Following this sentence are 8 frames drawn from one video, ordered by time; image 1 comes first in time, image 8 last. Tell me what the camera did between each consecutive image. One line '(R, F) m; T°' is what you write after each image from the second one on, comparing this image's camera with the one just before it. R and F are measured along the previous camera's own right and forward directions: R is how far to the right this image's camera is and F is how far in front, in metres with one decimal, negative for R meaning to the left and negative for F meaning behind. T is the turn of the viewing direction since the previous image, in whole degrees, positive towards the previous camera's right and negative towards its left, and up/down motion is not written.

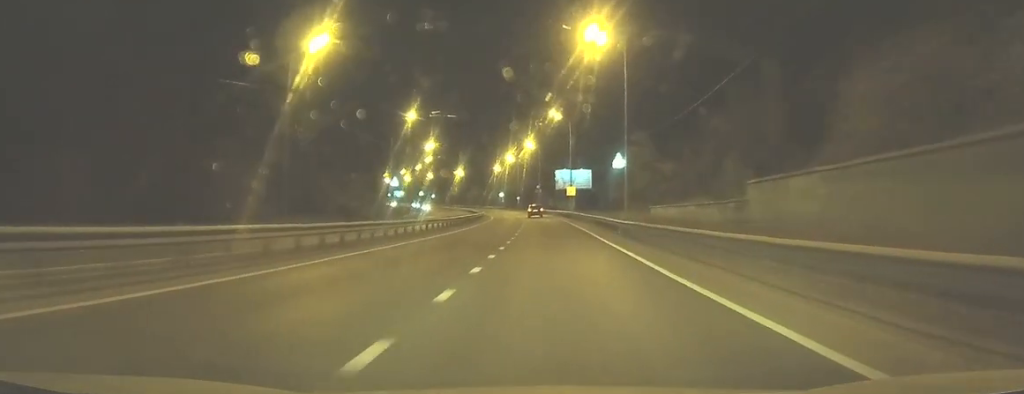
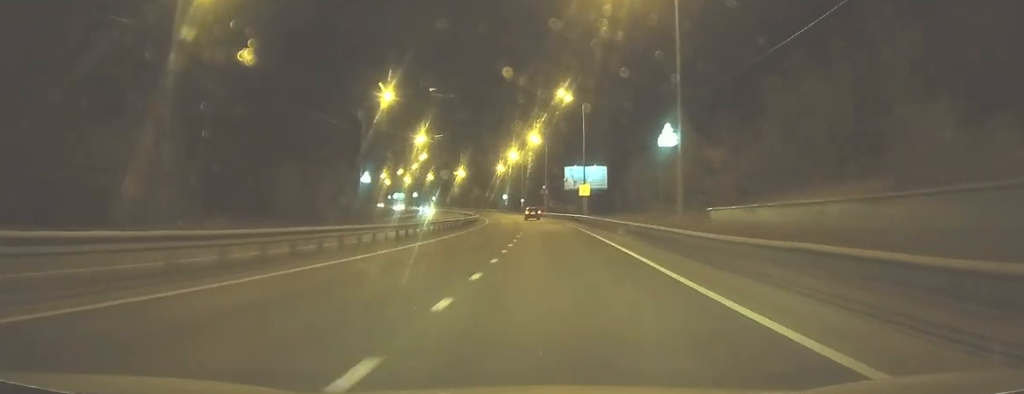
(-0.1, +16.5) m; -1°
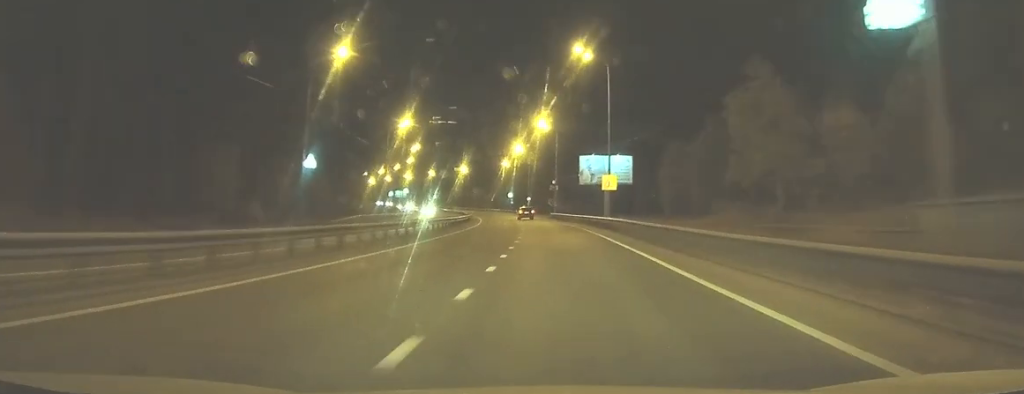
(-0.1, +18.8) m; -1°
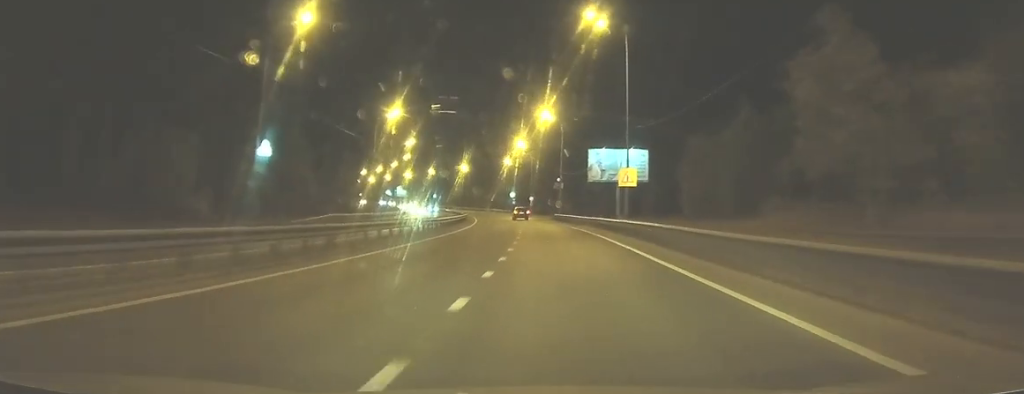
(0.0, +9.1) m; 0°
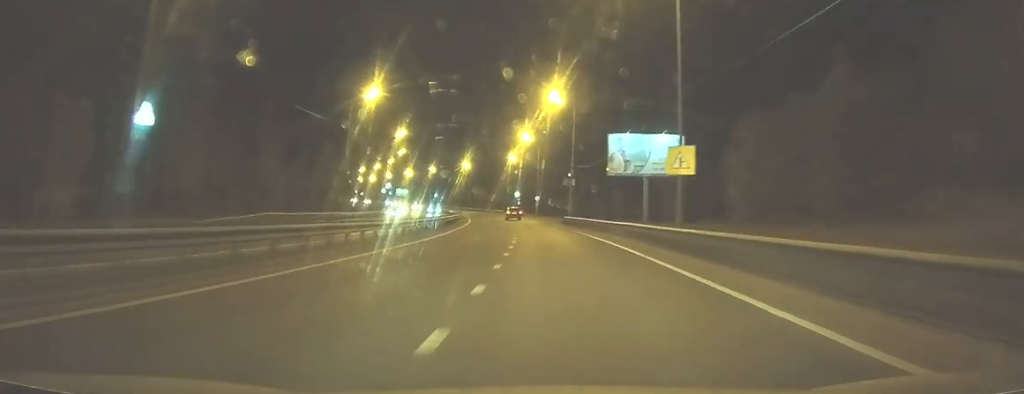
(0.0, +14.3) m; -1°
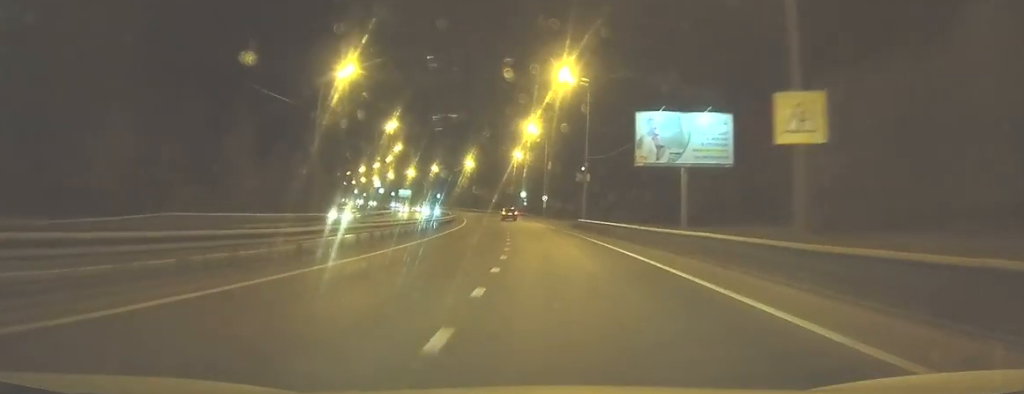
(-0.1, +12.0) m; -1°
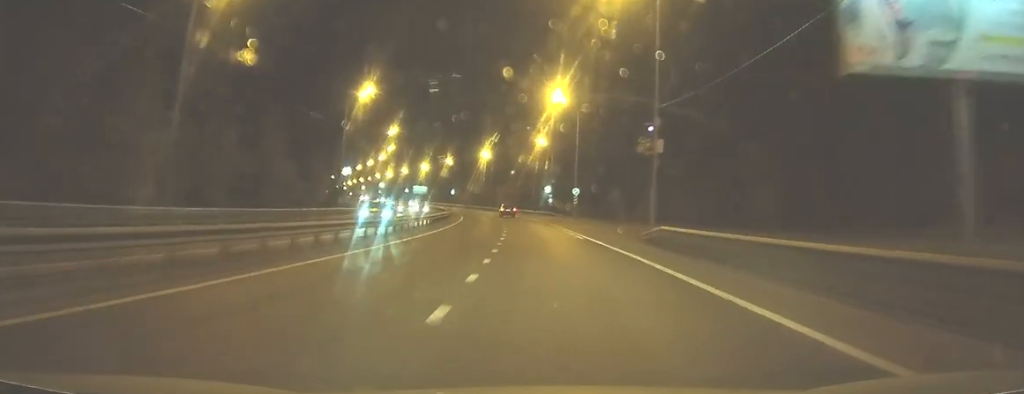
(-0.8, +26.2) m; -3°
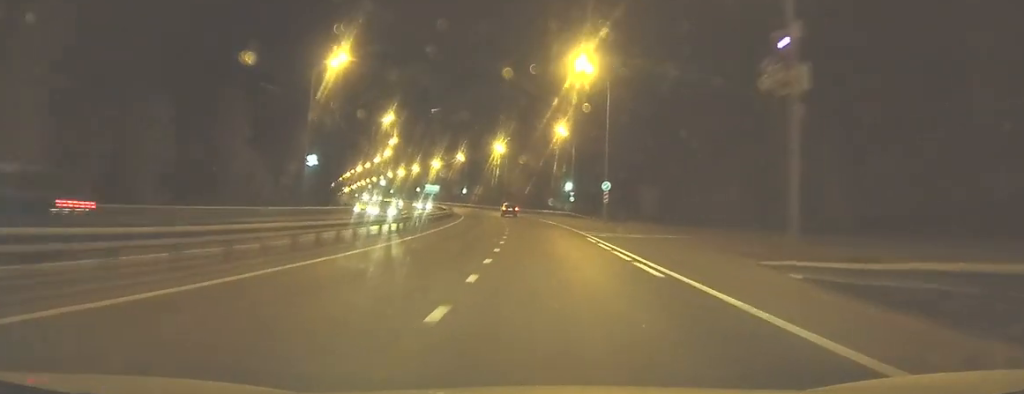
(-0.3, +15.8) m; -2°
